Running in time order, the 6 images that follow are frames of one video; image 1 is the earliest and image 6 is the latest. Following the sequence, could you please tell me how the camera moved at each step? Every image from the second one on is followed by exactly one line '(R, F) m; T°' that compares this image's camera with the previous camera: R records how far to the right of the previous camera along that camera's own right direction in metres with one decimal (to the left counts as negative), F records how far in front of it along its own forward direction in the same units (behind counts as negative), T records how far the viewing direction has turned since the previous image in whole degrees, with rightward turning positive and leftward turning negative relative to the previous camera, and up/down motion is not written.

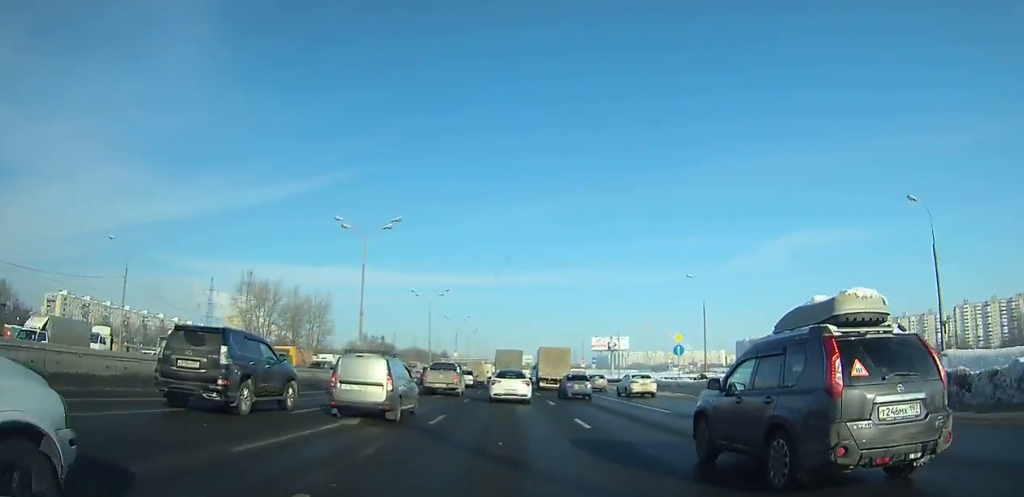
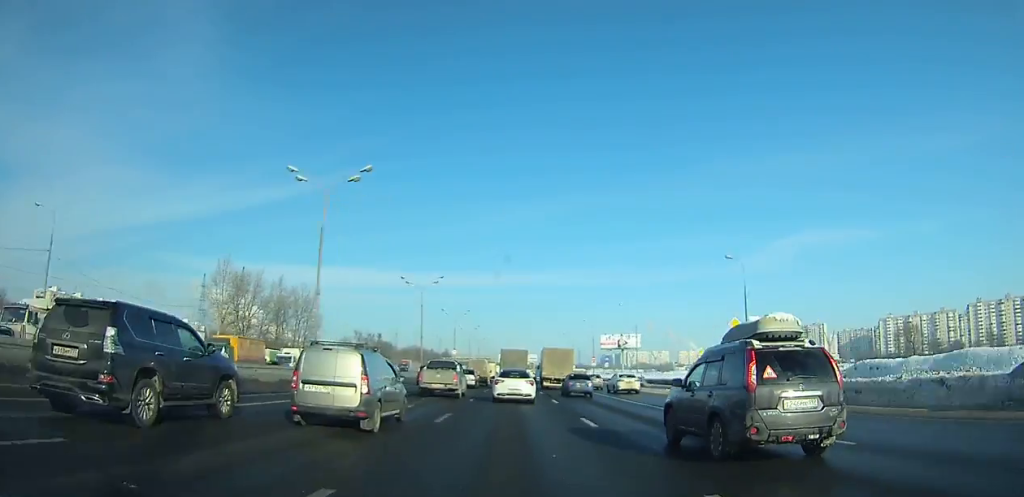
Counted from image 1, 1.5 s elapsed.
(0.0, +9.9) m; 0°
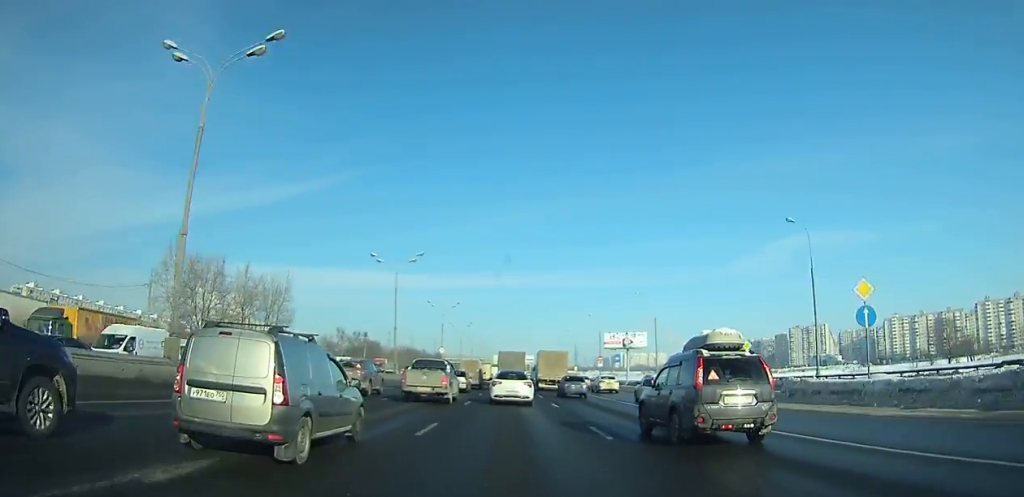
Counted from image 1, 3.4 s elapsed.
(0.0, +12.9) m; 0°
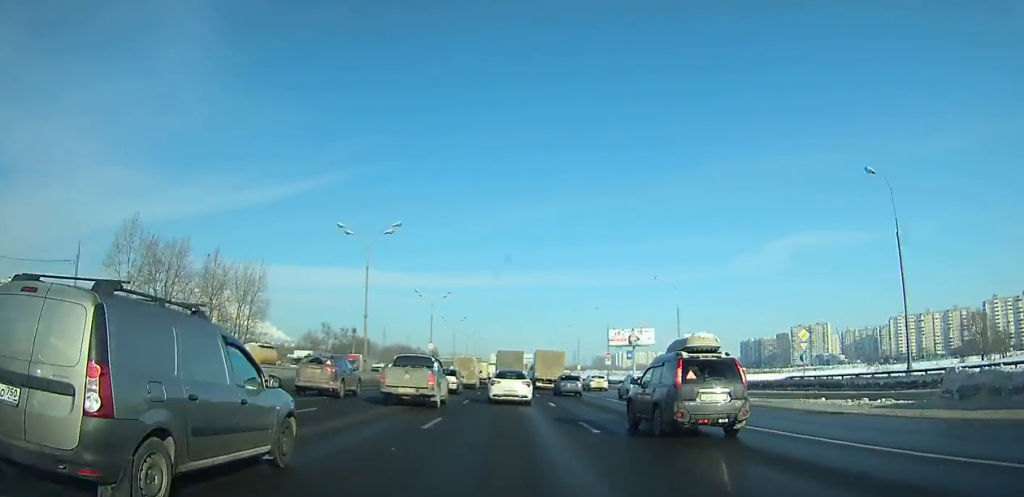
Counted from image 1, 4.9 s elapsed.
(0.0, +10.2) m; 0°
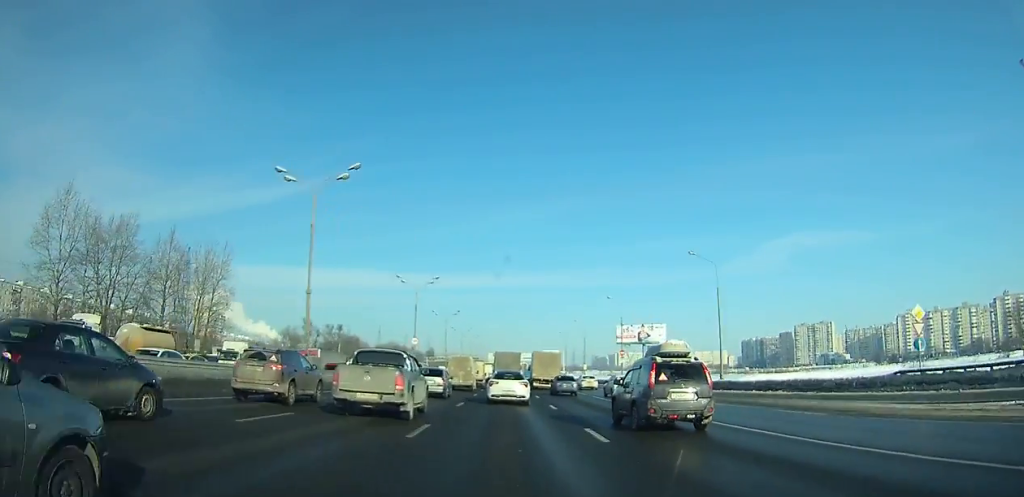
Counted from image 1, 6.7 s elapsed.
(0.0, +12.6) m; 0°
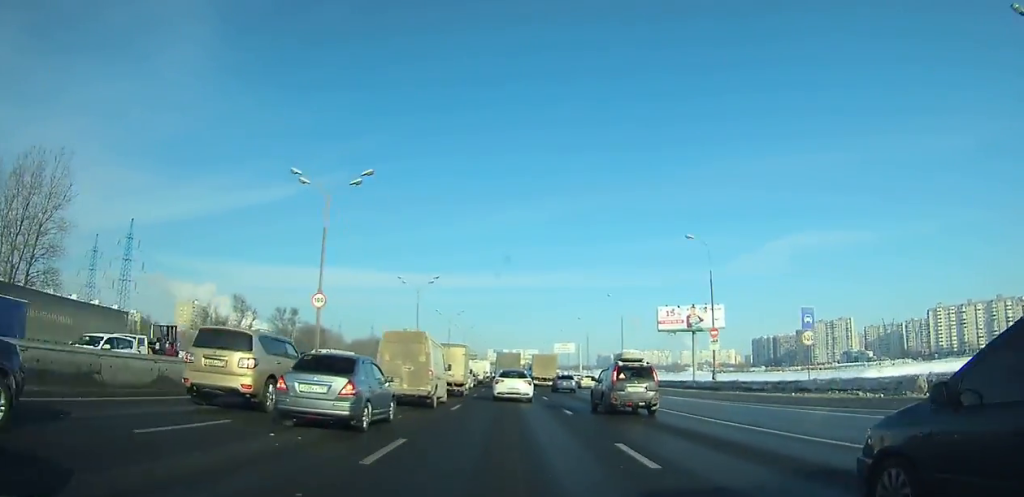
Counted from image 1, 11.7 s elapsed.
(0.0, +35.9) m; 0°
